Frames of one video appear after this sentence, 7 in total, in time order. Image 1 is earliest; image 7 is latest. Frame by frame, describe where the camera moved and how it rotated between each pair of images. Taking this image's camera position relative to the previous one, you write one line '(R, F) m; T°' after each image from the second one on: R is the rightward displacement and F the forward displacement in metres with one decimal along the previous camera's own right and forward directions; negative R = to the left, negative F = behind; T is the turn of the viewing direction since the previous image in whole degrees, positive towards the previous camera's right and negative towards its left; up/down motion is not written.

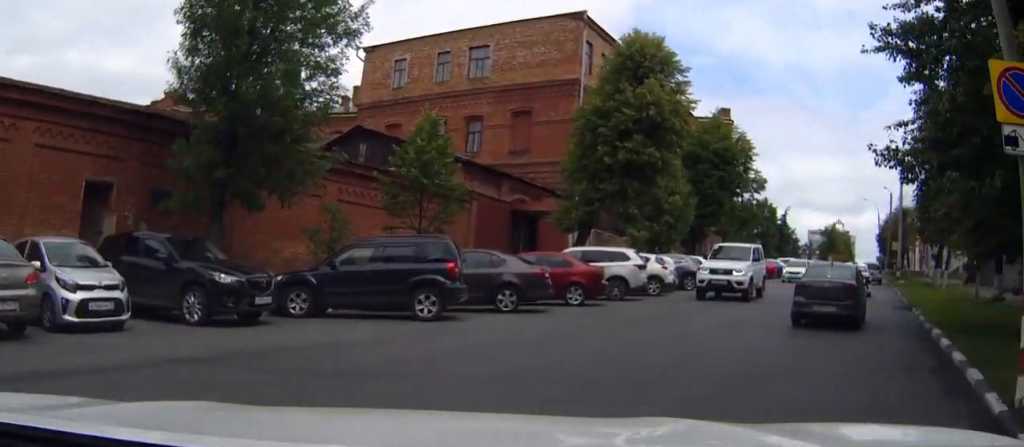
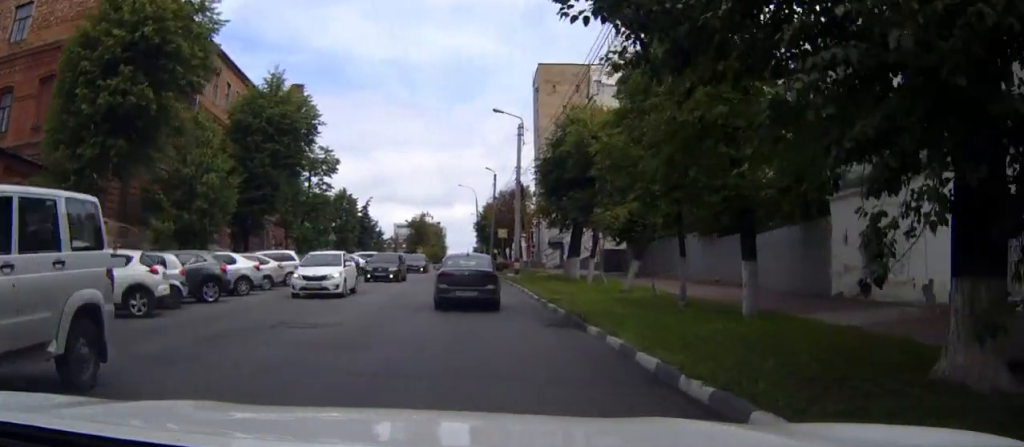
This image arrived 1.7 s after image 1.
(+2.5, +8.2) m; +25°
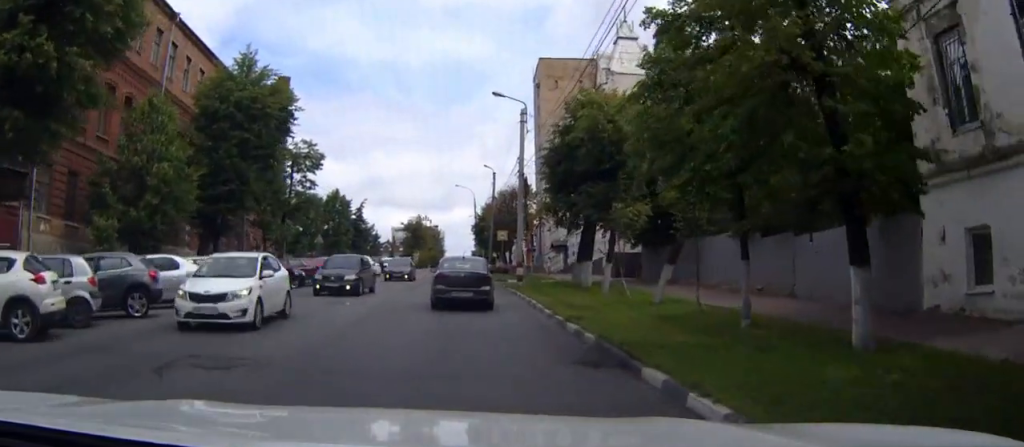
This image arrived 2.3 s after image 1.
(-0.1, +4.2) m; +4°
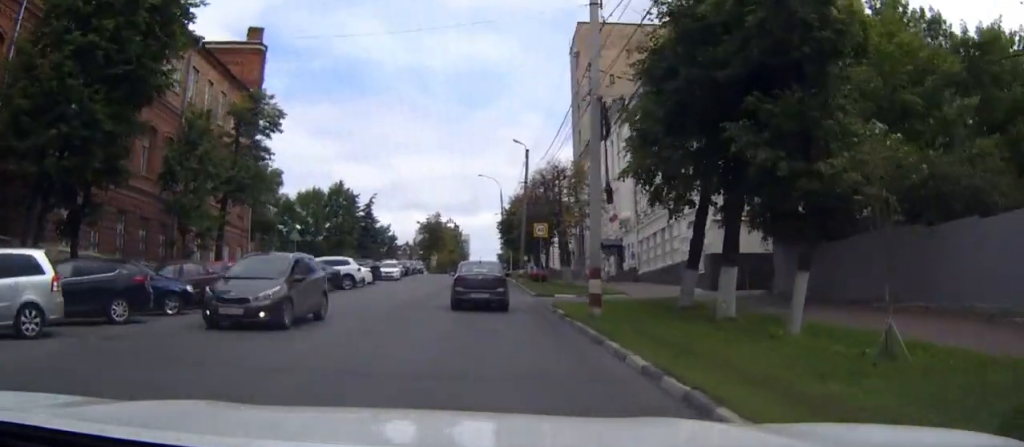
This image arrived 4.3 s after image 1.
(+1.2, +15.8) m; +4°
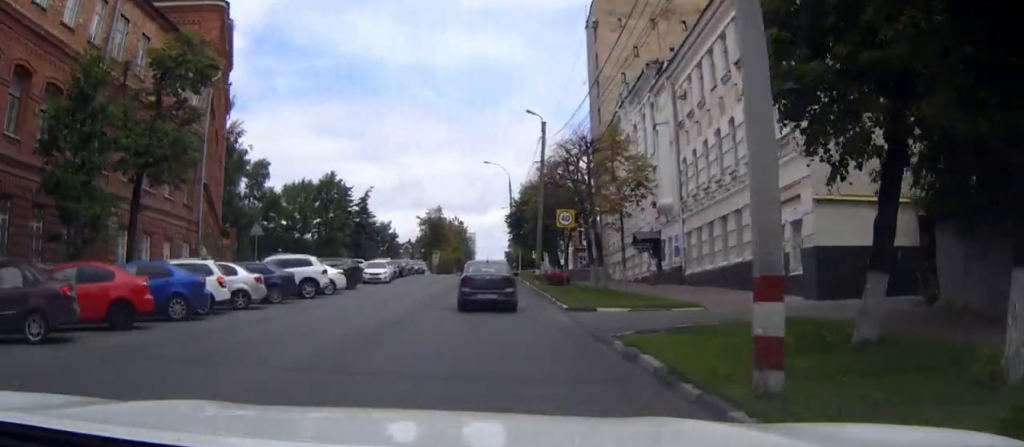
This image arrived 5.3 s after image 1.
(+0.1, +9.5) m; -3°
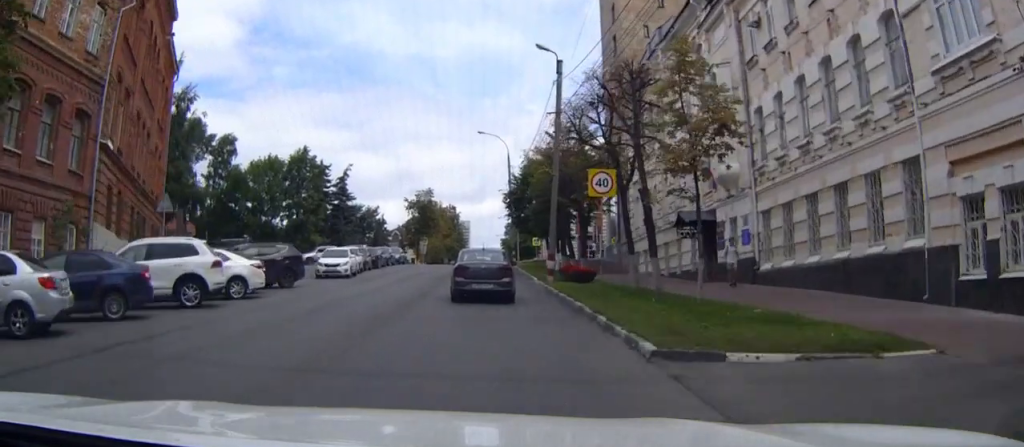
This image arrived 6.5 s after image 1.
(-0.6, +11.5) m; -3°
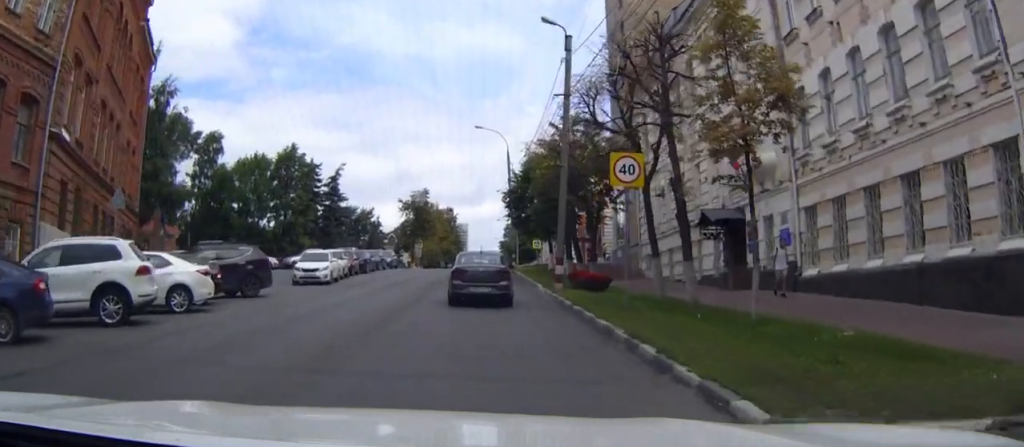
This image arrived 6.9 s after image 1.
(0.0, +4.5) m; 0°
